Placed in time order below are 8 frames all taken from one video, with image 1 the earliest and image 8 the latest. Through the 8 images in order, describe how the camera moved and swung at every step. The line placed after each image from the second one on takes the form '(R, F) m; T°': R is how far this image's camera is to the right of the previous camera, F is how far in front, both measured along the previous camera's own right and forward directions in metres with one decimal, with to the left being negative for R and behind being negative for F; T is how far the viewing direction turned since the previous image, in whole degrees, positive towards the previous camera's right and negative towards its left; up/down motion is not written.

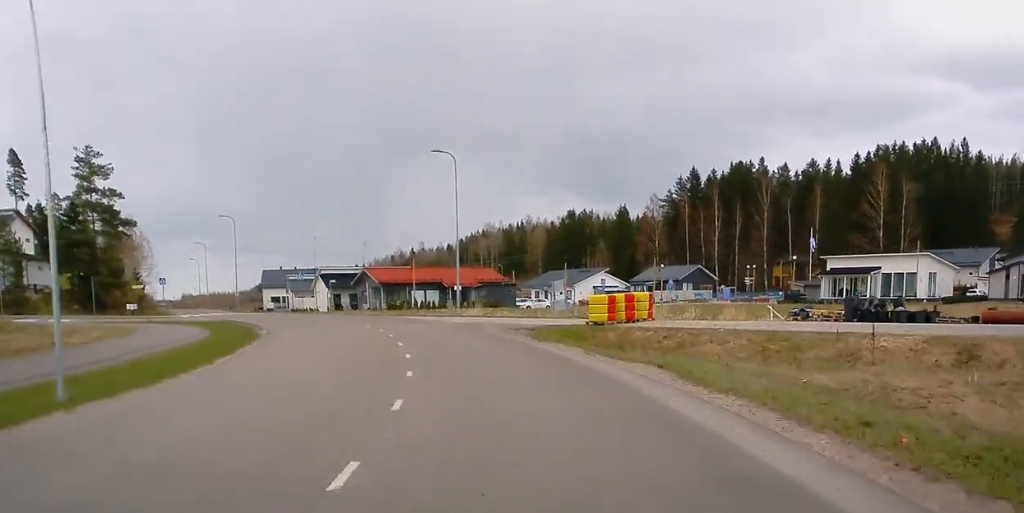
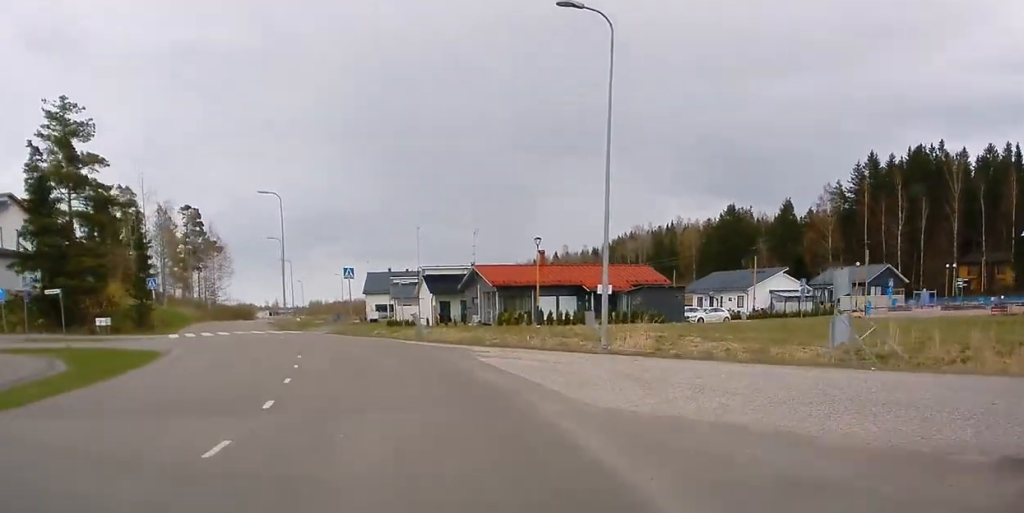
(-2.0, +22.8) m; -10°
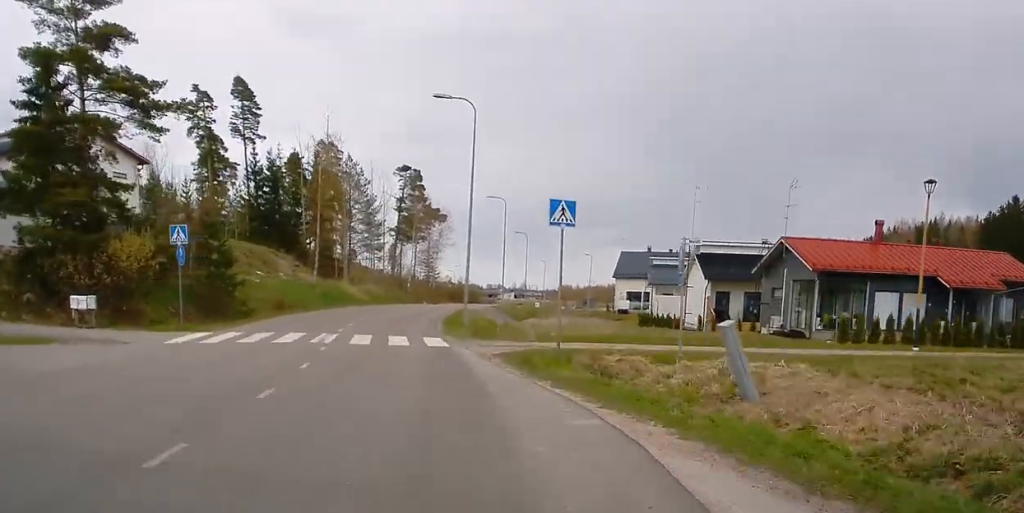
(-2.3, +21.0) m; -16°
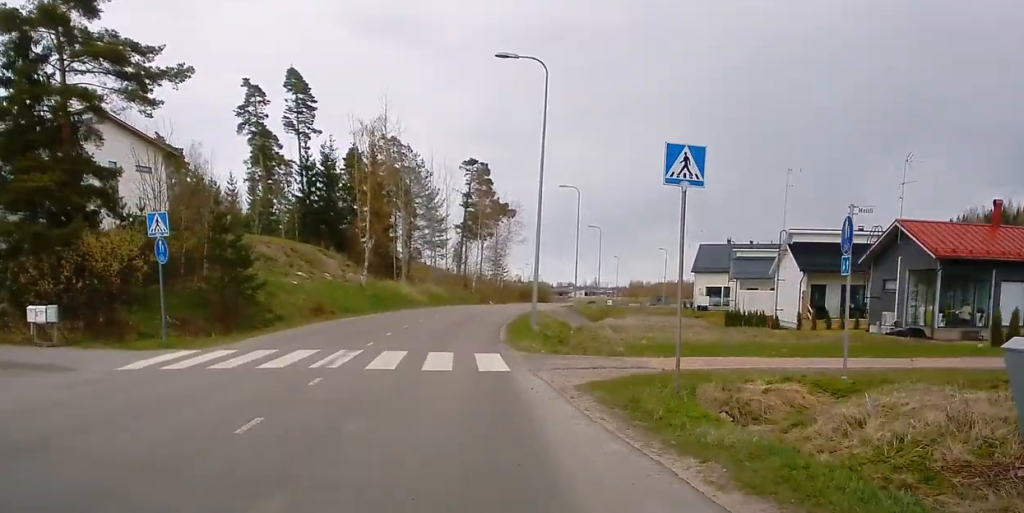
(-0.4, +5.3) m; -9°
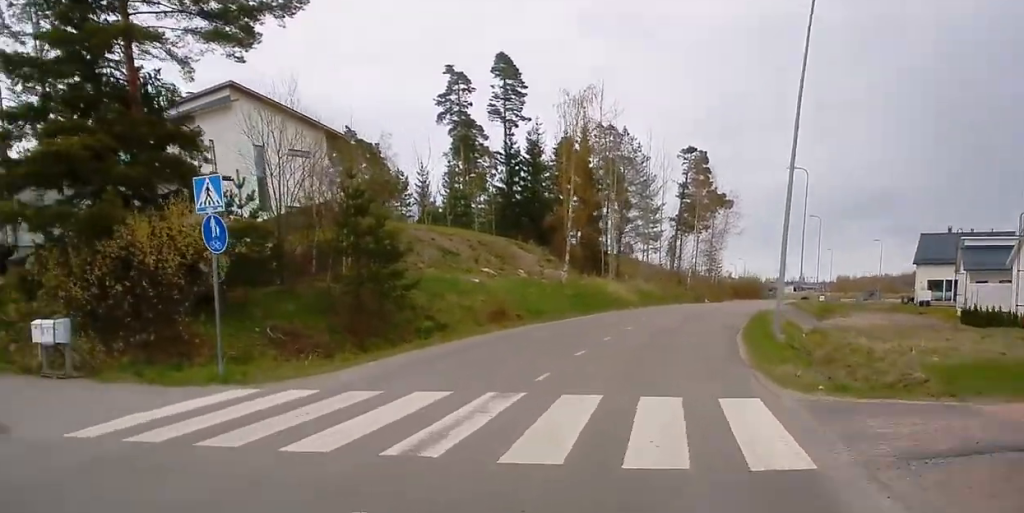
(-1.1, +7.1) m; -27°
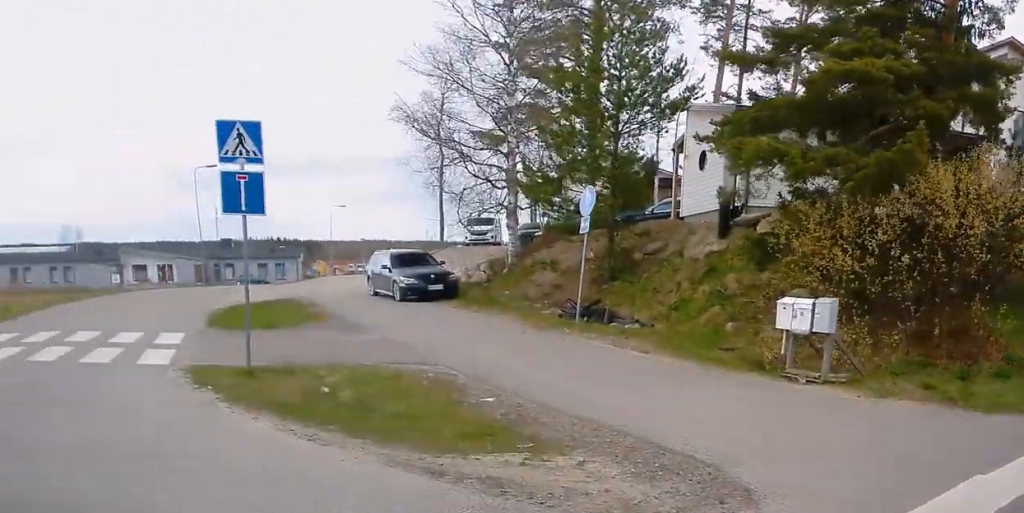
(-0.9, +3.9) m; -39°
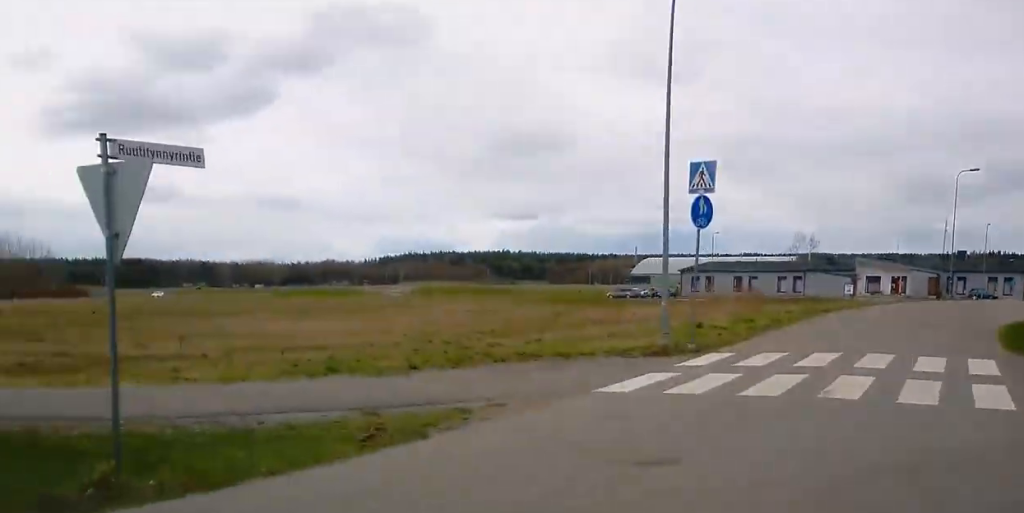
(-1.0, +2.9) m; -49°
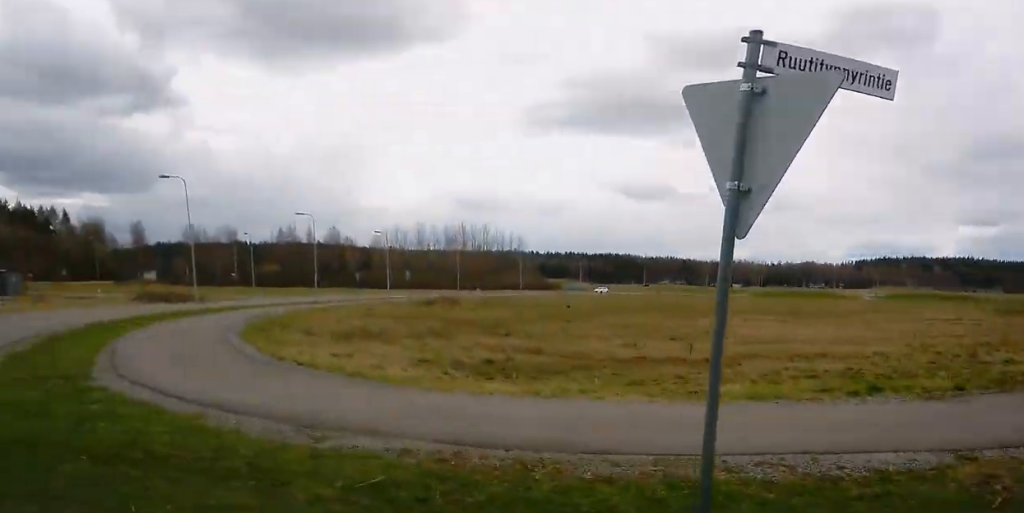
(-1.2, +2.0) m; -42°
